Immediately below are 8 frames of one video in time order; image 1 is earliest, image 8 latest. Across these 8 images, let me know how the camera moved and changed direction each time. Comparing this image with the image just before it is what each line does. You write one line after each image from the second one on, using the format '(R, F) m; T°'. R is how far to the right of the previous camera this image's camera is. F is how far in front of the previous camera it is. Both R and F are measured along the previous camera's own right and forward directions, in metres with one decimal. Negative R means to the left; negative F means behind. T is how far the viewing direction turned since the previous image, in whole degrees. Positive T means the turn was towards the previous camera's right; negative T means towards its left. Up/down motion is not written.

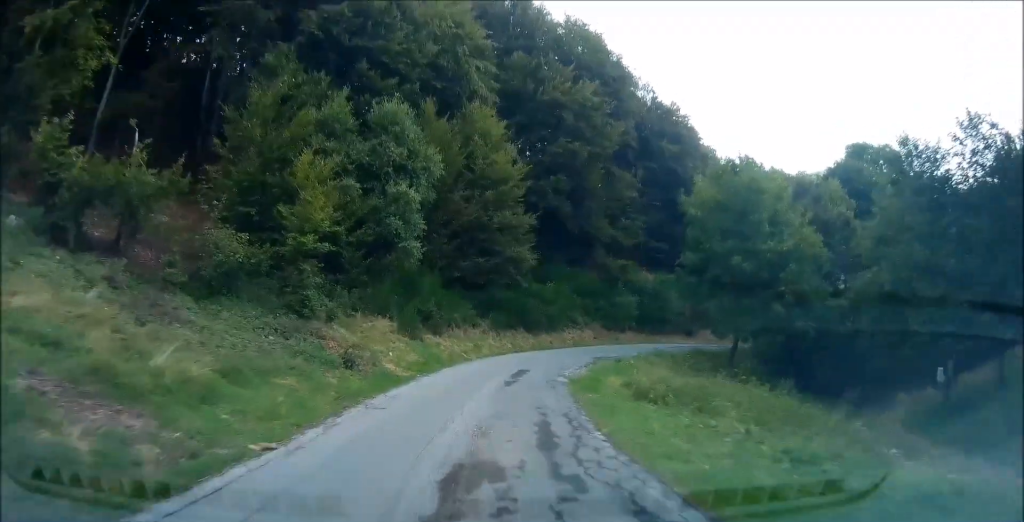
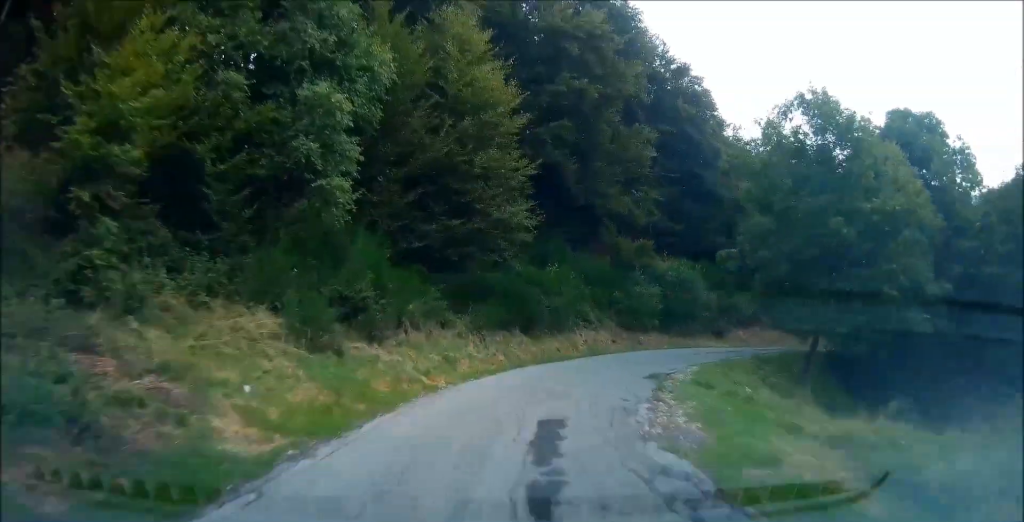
(+0.7, +10.0) m; +14°
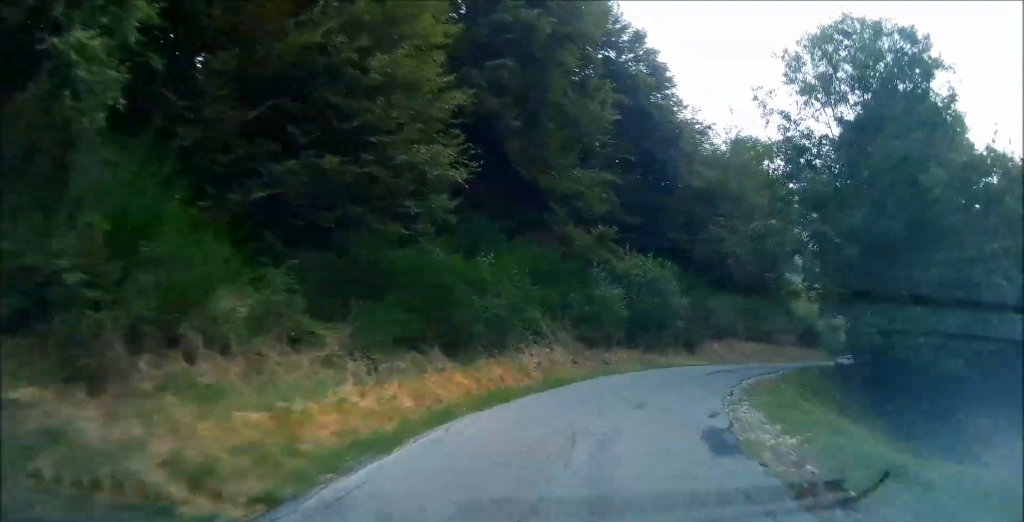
(+0.9, +8.1) m; 0°
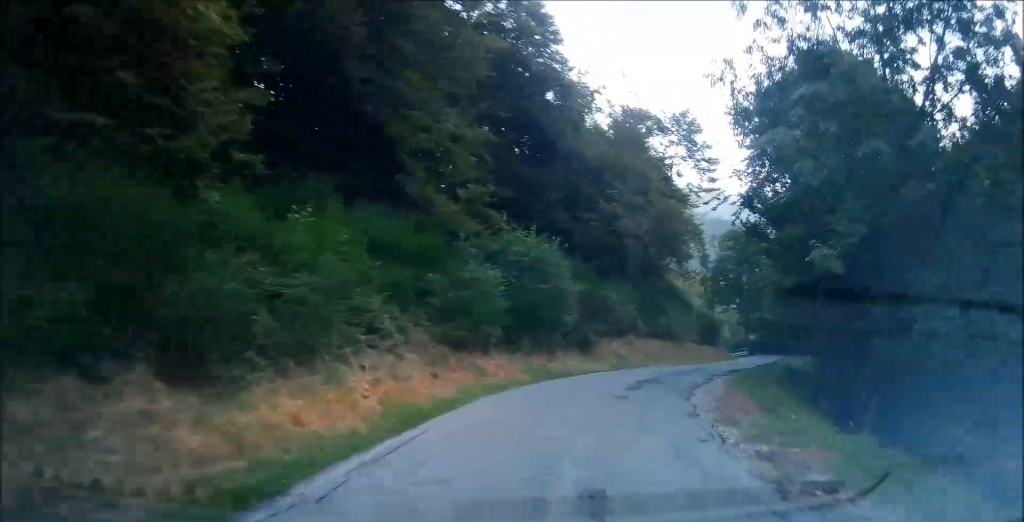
(-0.7, +7.1) m; -5°
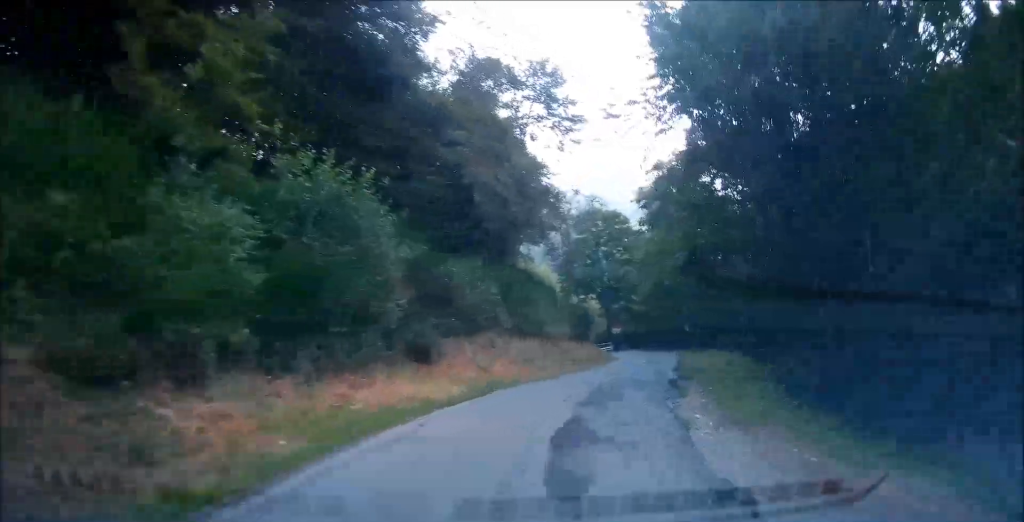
(+0.6, +9.7) m; +10°
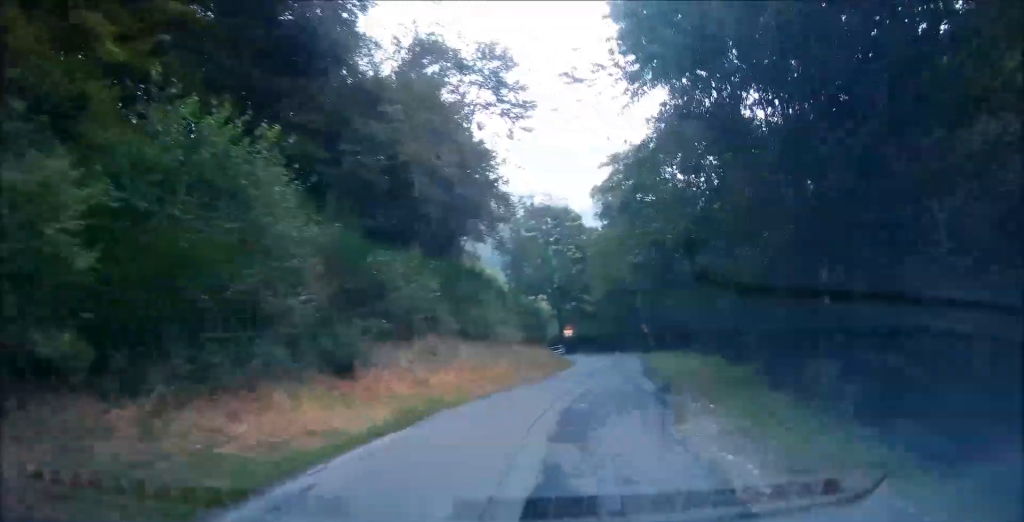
(+0.1, +3.3) m; +4°
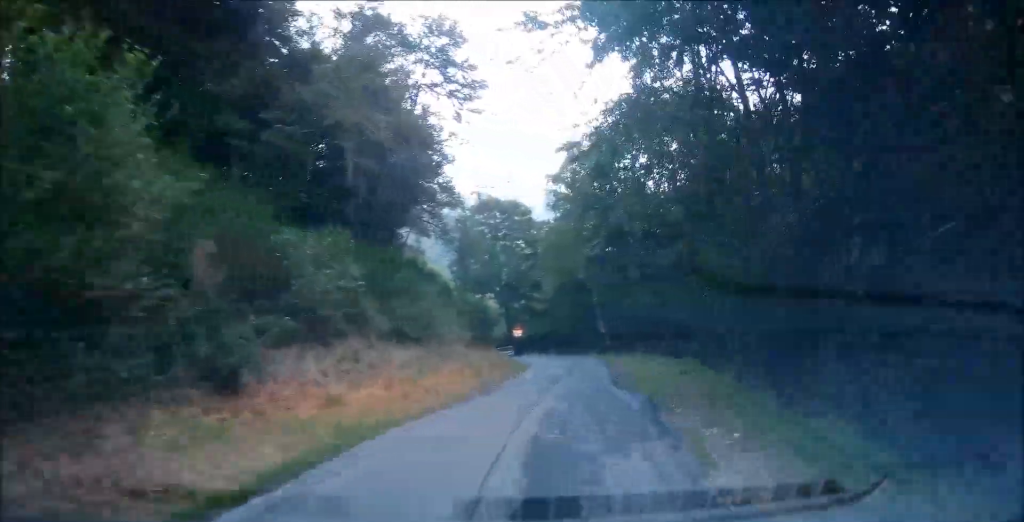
(+0.1, +3.2) m; +3°
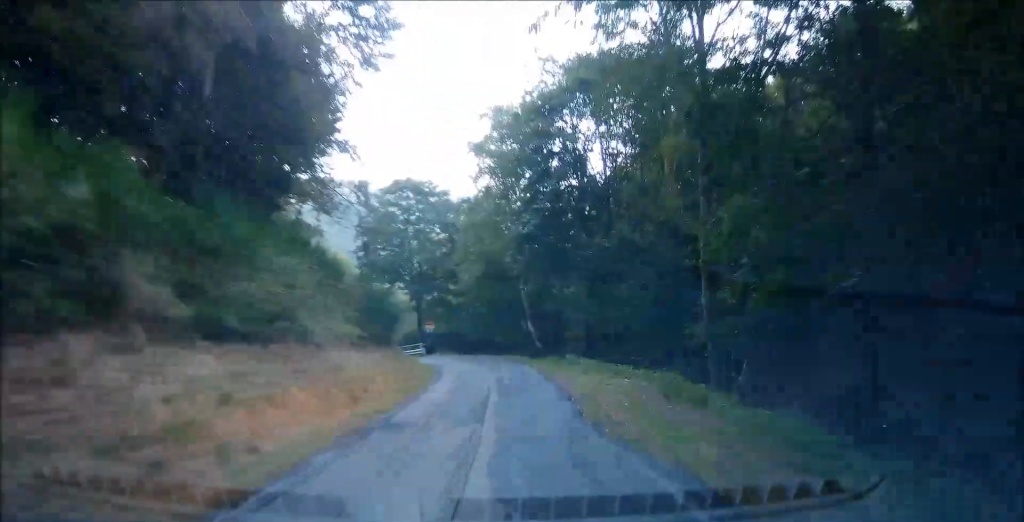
(+0.5, +6.9) m; +2°
